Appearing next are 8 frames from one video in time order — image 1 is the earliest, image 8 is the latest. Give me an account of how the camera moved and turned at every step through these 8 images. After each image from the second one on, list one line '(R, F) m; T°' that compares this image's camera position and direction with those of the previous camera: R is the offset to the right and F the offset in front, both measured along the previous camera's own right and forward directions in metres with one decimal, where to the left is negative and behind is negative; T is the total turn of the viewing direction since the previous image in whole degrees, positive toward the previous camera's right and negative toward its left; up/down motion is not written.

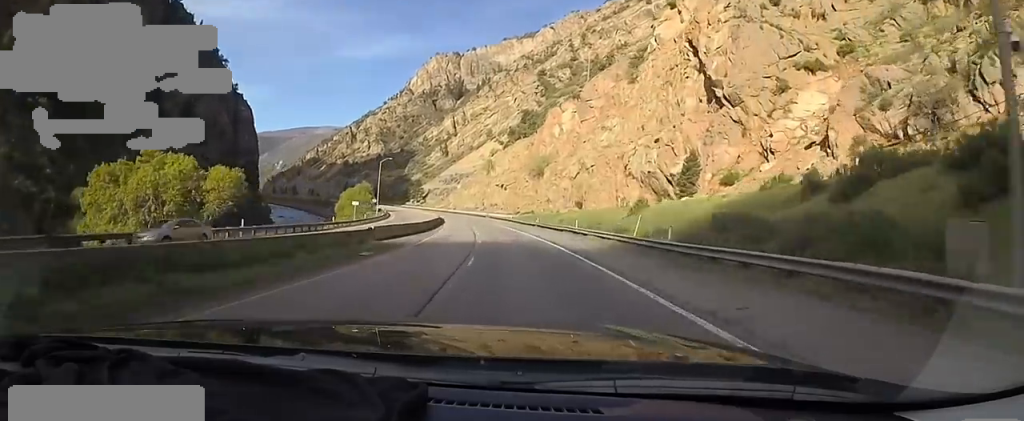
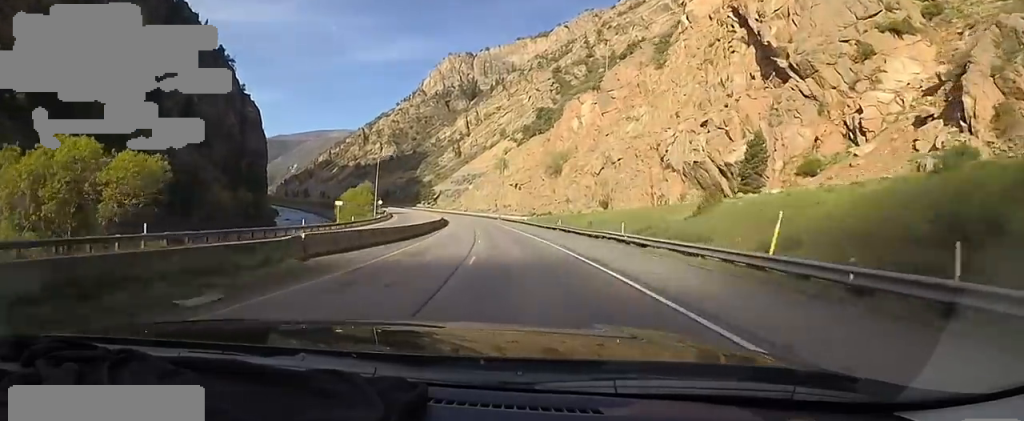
(-0.4, +12.2) m; -2°
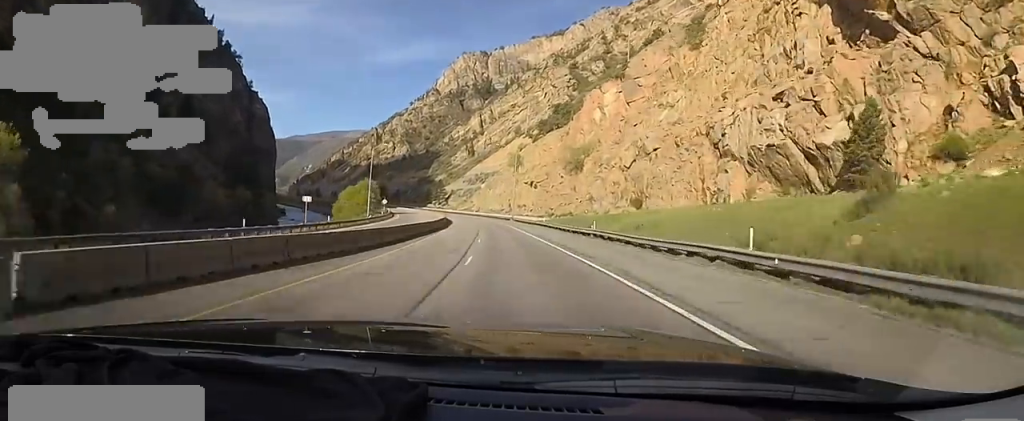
(-0.2, +13.1) m; -2°
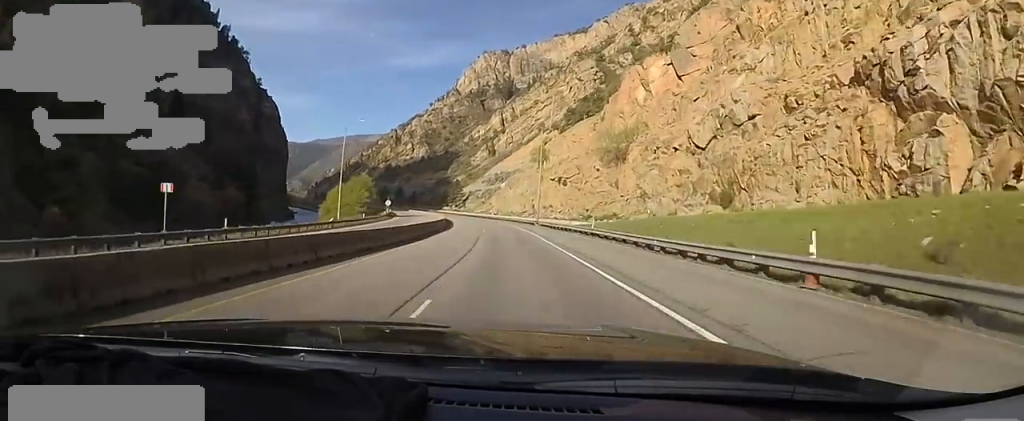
(-0.3, +22.7) m; -2°
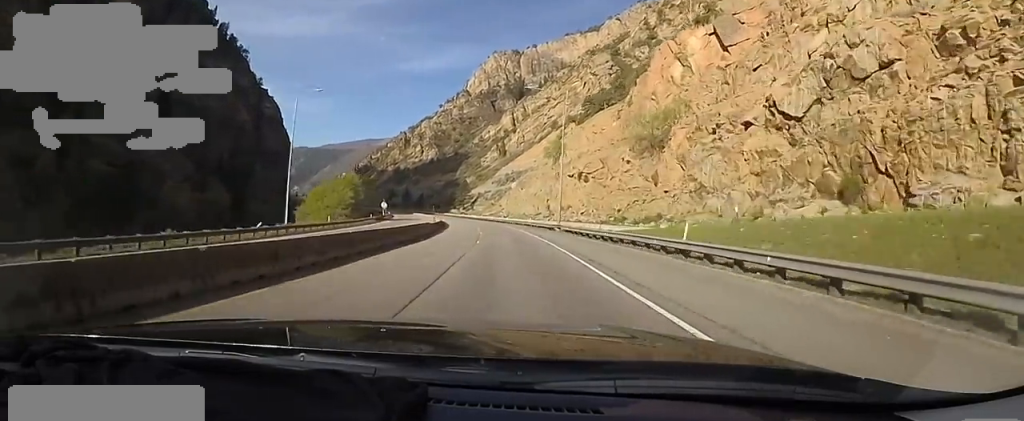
(-0.3, +16.4) m; -4°
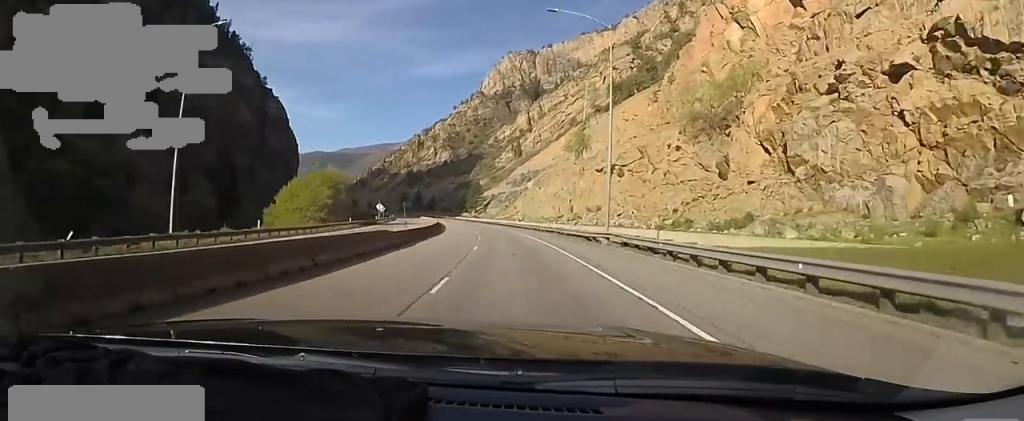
(-0.6, +17.0) m; -3°
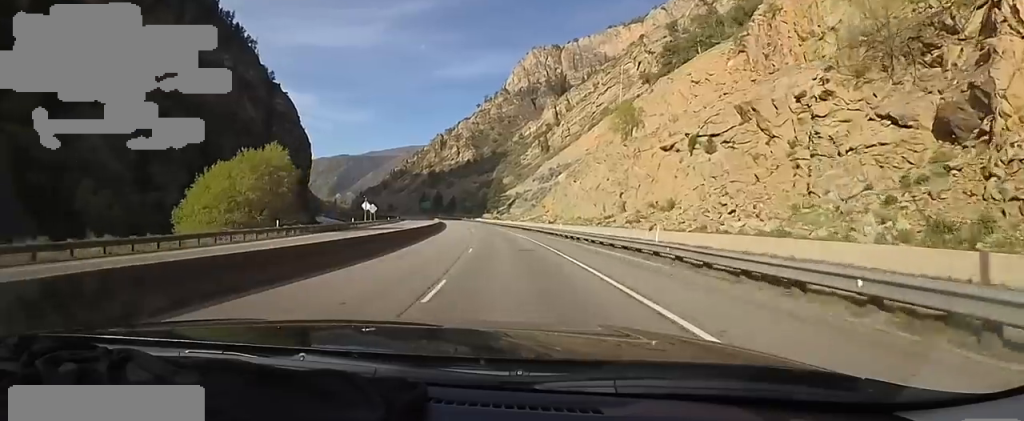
(-1.1, +25.5) m; -3°
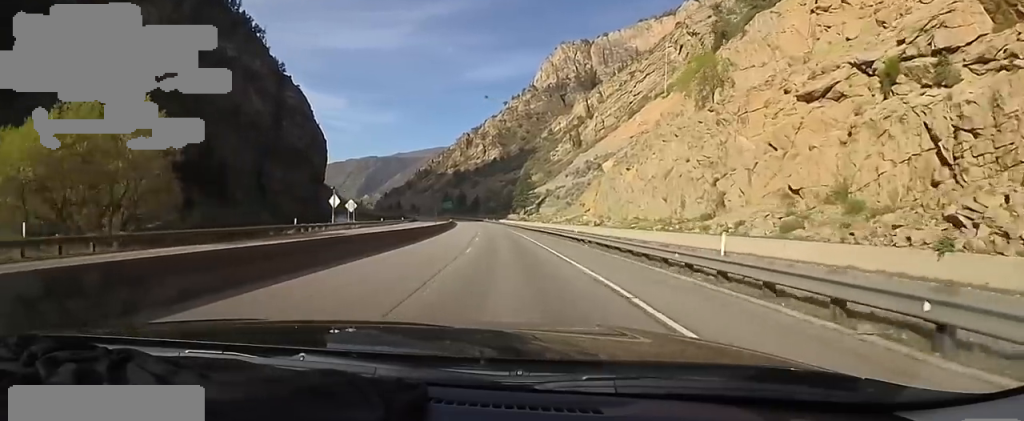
(-0.1, +24.5) m; -3°
